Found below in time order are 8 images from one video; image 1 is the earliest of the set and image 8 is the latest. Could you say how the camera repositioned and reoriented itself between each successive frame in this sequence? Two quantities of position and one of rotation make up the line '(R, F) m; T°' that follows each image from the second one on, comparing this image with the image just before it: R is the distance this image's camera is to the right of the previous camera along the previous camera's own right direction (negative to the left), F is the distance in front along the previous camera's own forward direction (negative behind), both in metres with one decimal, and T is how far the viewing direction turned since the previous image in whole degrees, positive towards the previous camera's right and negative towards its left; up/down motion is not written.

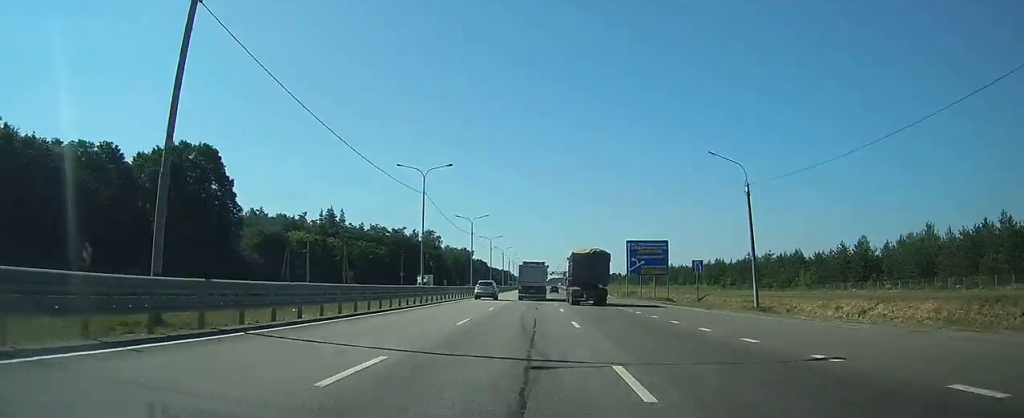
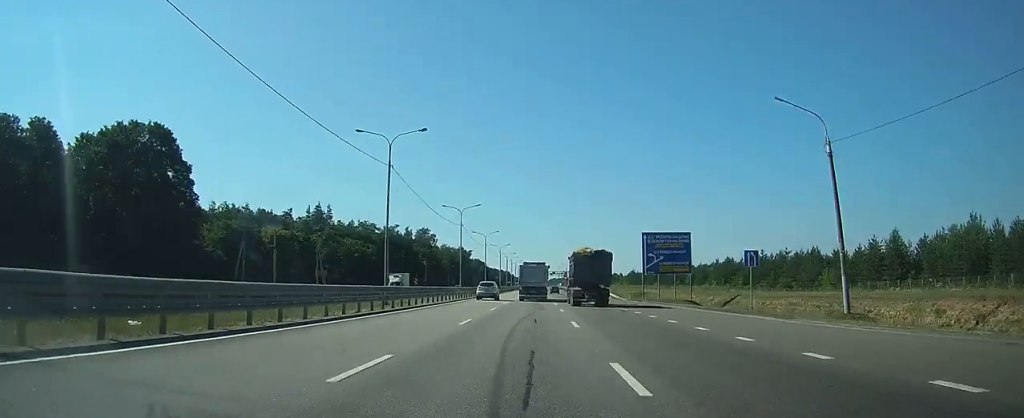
(0.0, +11.5) m; 0°
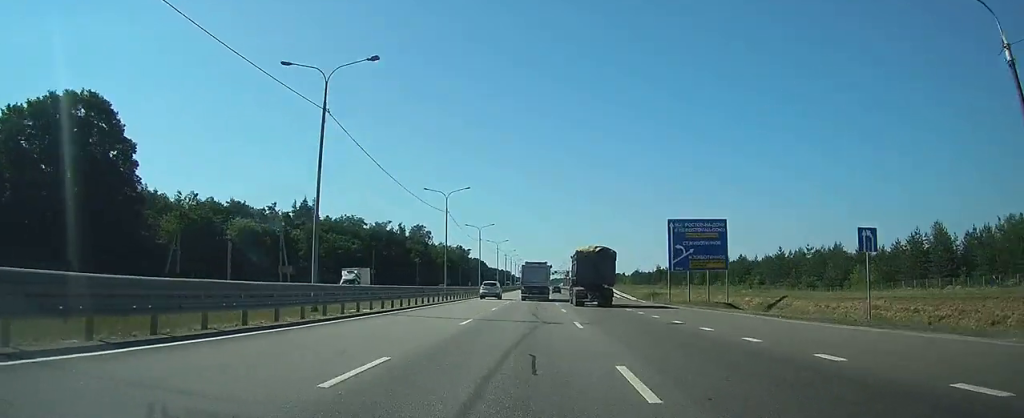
(-0.1, +12.3) m; 0°
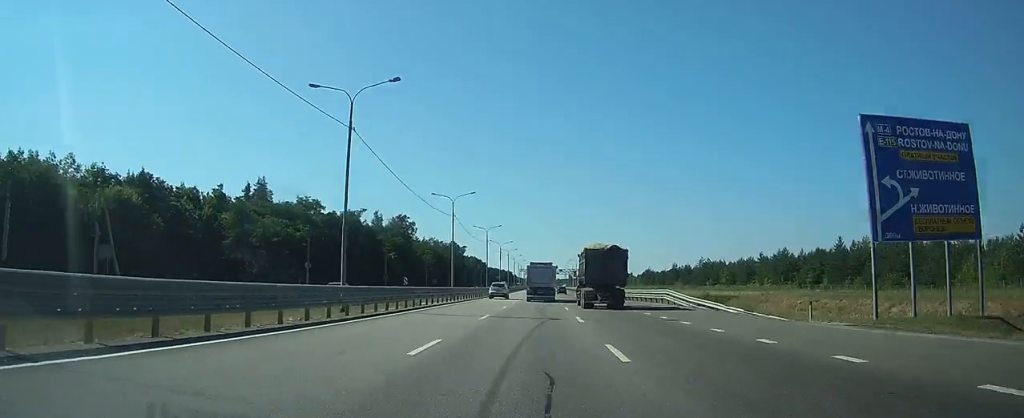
(-0.2, +32.0) m; 0°
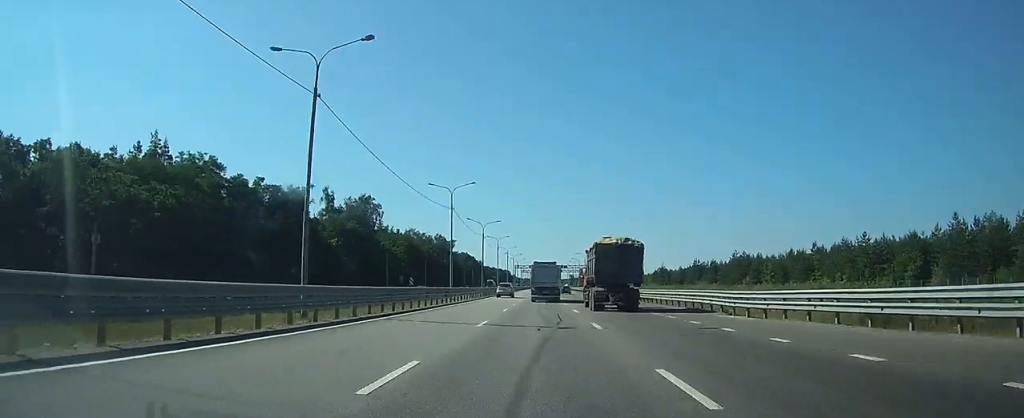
(0.0, +39.7) m; 0°
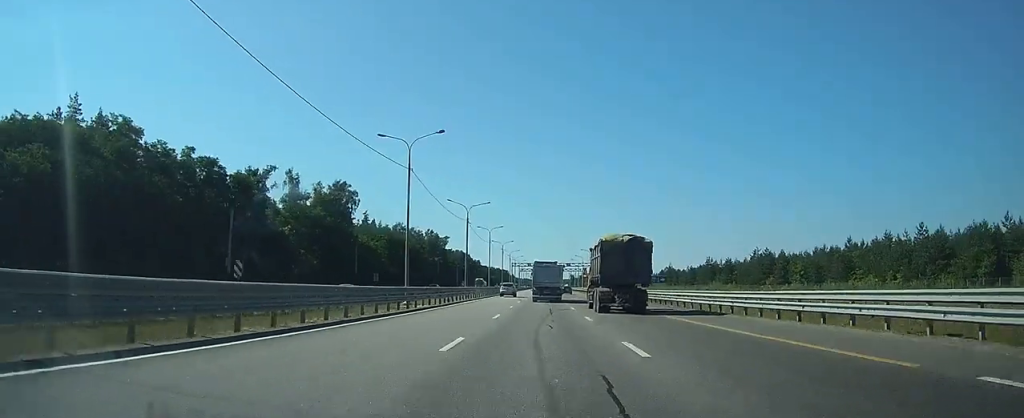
(0.0, +19.2) m; 0°
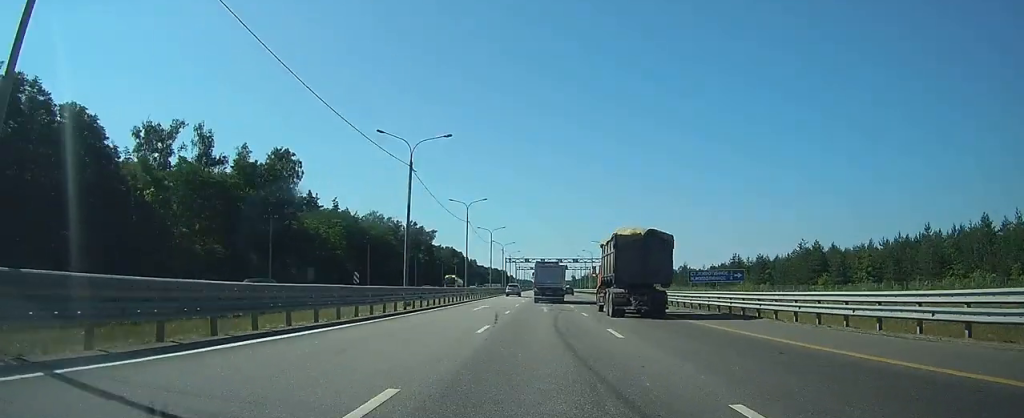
(0.0, +31.2) m; 0°
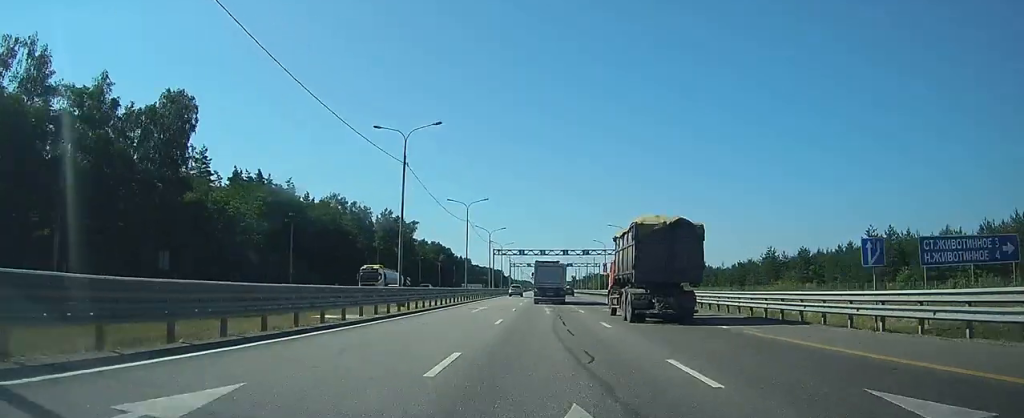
(+0.1, +31.7) m; 0°
